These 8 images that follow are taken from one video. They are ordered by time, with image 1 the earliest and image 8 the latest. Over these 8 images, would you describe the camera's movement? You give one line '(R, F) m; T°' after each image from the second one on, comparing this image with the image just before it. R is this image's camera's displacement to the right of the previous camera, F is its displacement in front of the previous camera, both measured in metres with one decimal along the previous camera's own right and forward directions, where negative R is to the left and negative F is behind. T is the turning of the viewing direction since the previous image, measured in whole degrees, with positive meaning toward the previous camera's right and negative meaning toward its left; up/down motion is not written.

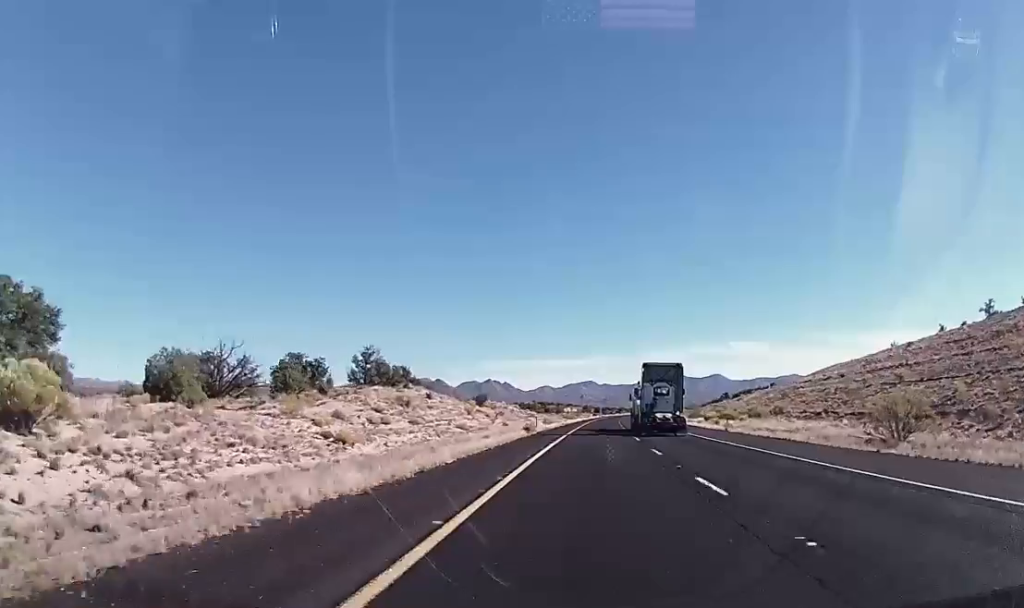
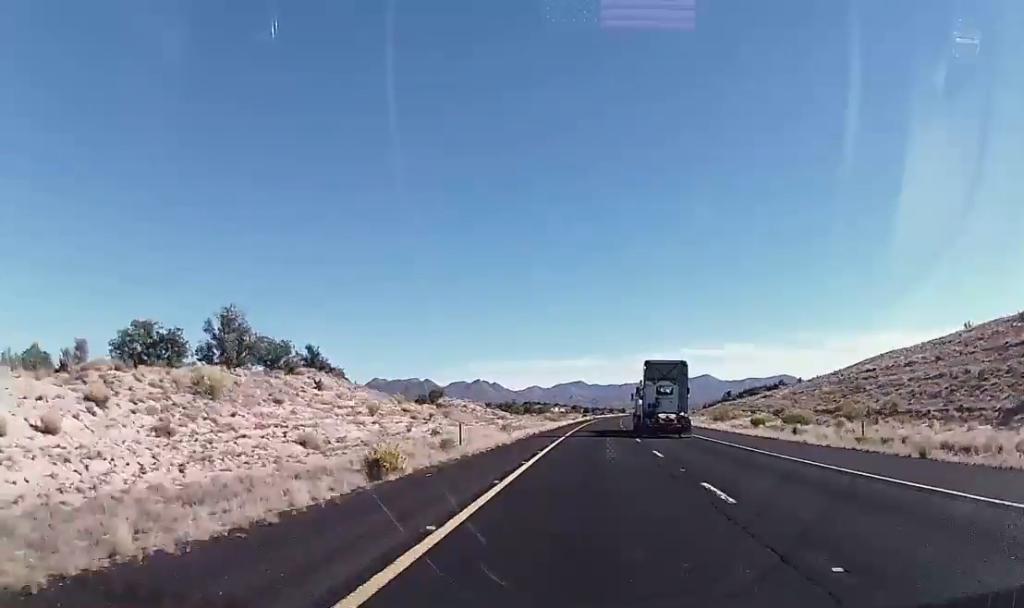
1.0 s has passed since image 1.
(+0.6, +36.4) m; +1°
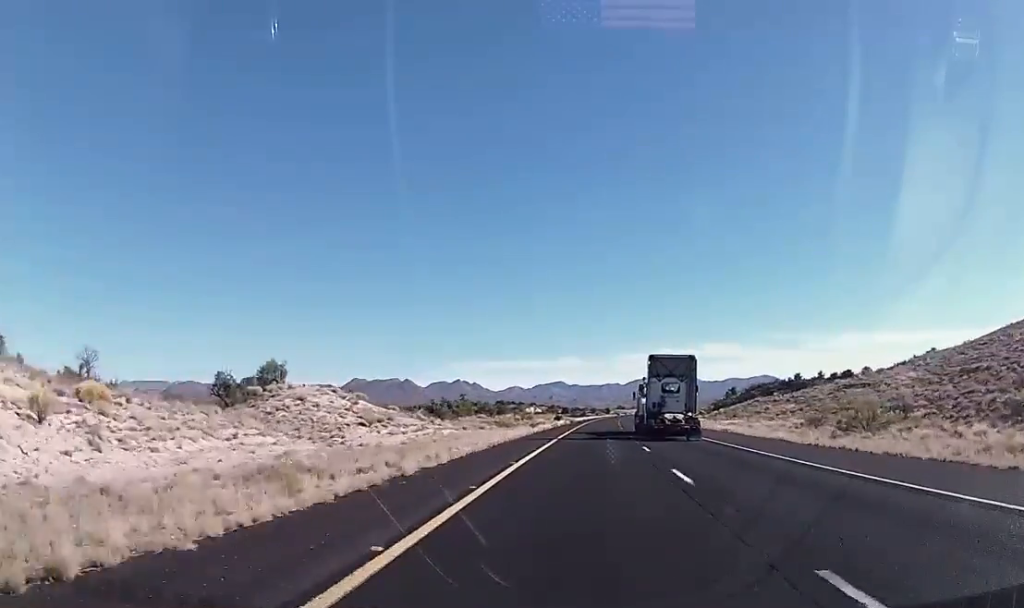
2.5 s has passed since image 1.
(+0.2, +56.4) m; 0°
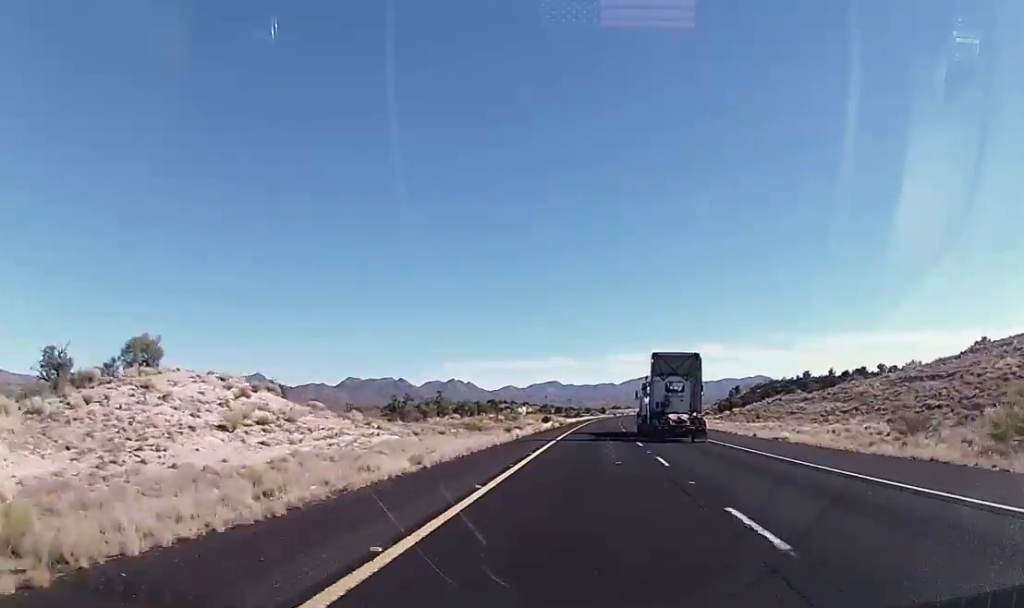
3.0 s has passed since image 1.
(+0.1, +18.8) m; +1°
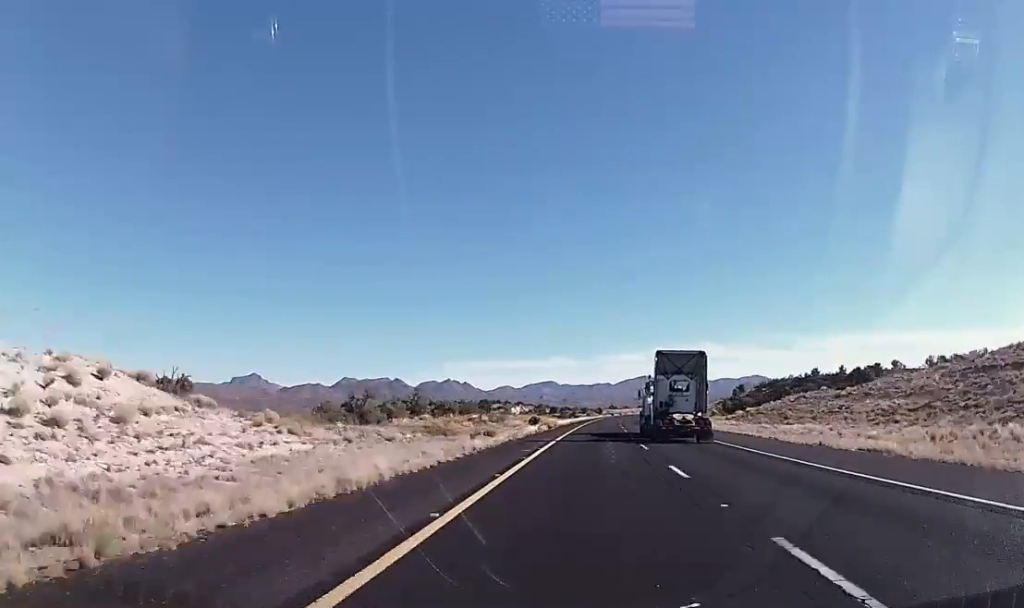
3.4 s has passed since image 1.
(0.0, +15.0) m; +1°
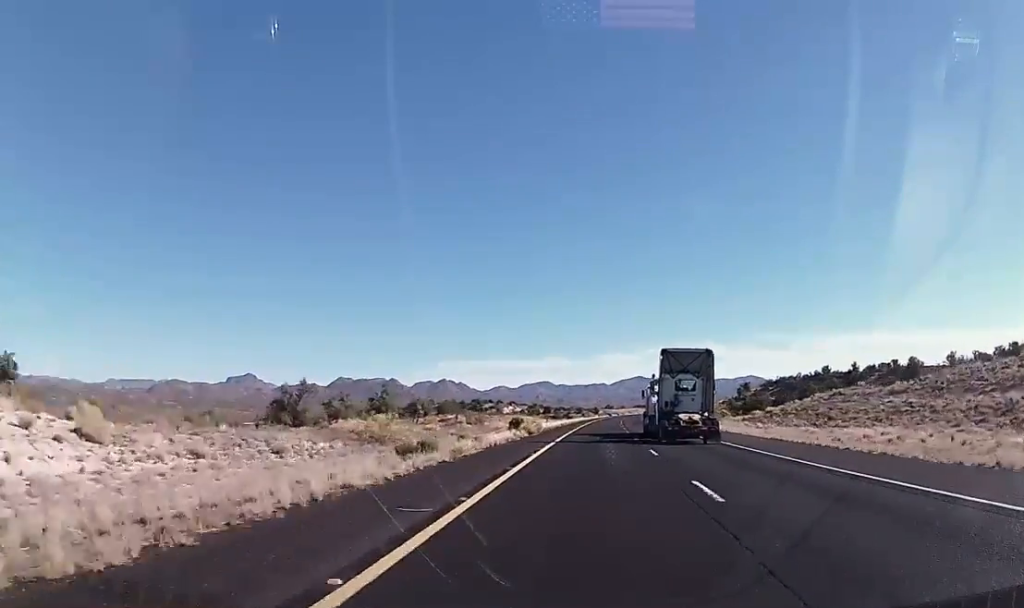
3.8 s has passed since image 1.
(+0.1, +16.3) m; +1°
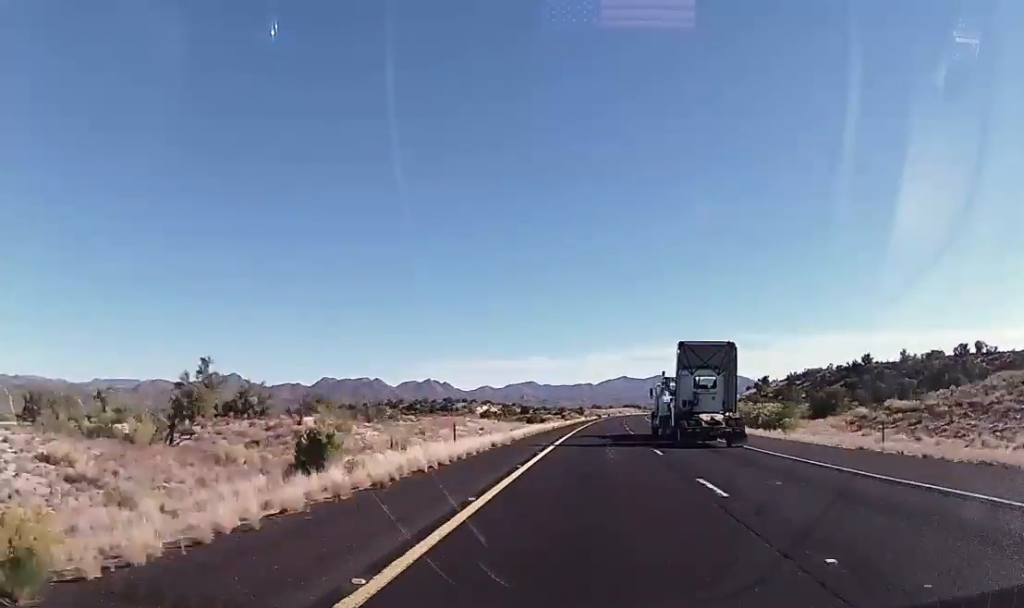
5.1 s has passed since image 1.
(+0.6, +47.6) m; +1°
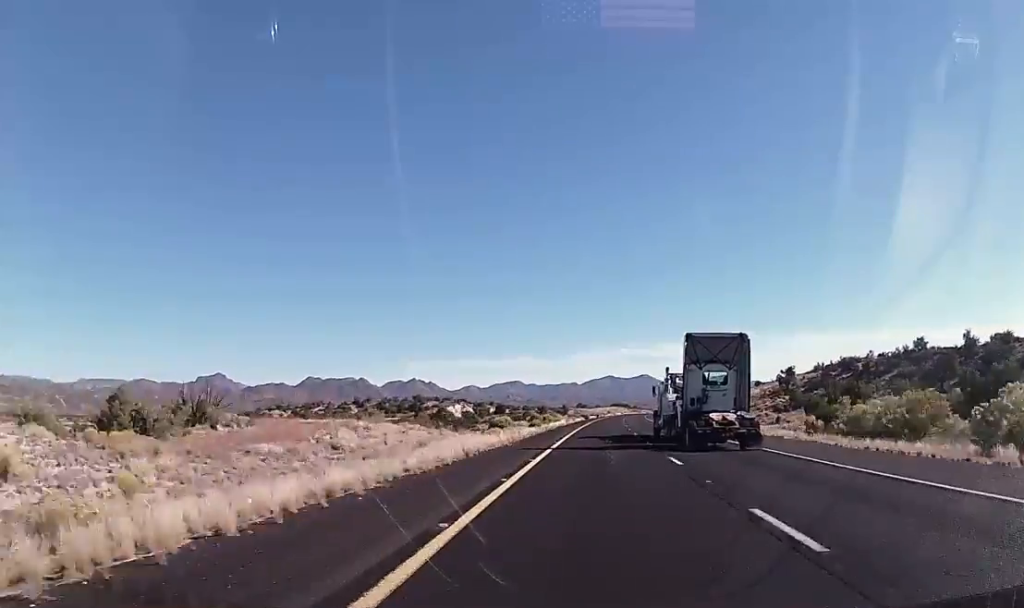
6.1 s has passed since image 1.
(+0.2, +40.1) m; +1°
